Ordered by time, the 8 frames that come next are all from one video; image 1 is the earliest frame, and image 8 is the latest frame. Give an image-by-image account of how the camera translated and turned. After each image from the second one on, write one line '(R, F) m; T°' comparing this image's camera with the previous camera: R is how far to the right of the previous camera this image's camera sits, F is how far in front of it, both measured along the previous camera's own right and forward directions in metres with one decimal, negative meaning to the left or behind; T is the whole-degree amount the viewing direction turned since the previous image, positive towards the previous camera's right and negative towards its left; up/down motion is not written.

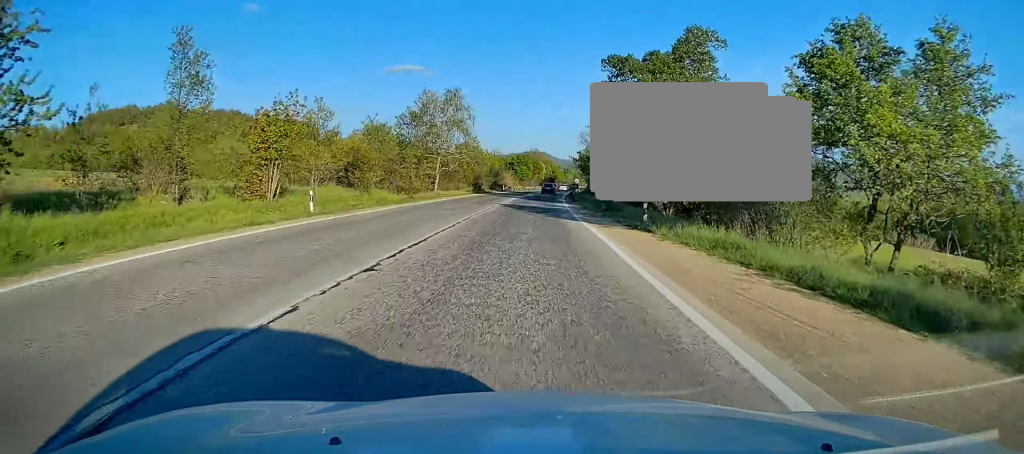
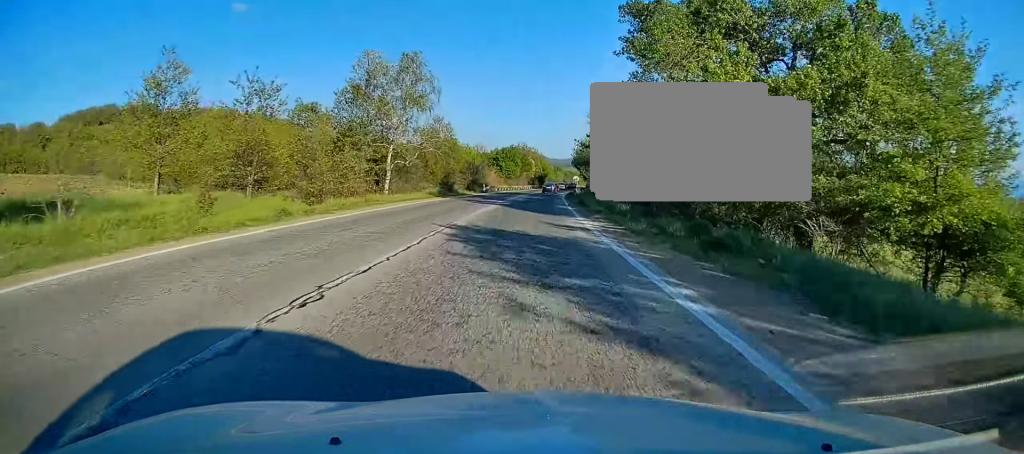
(+0.3, +19.4) m; +2°
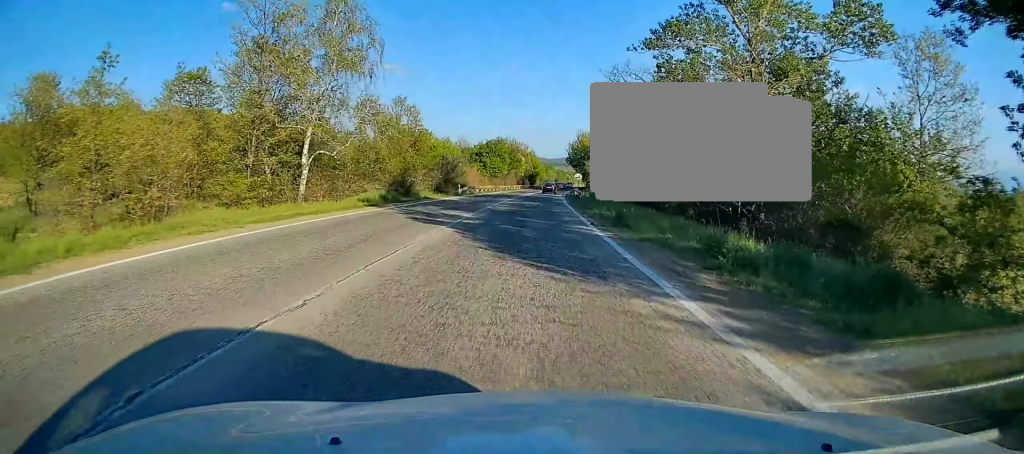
(+0.2, +17.1) m; +1°
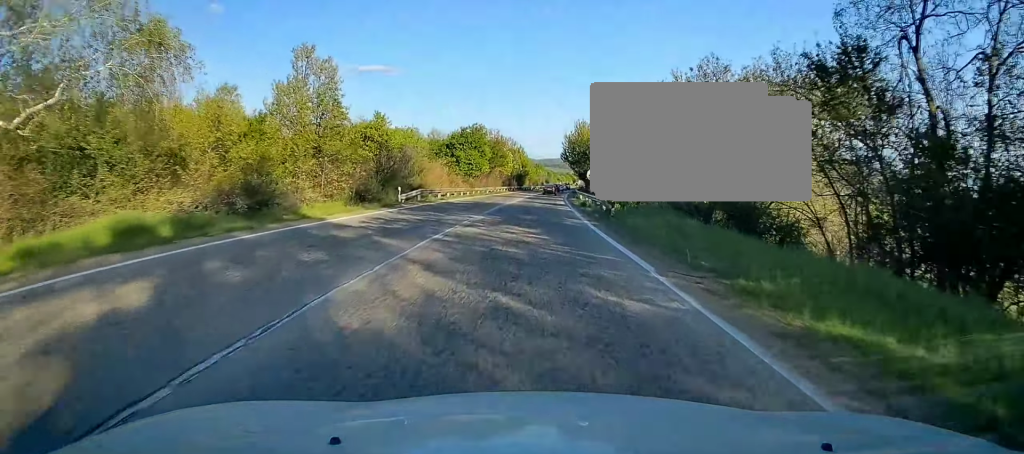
(+0.1, +22.5) m; 0°
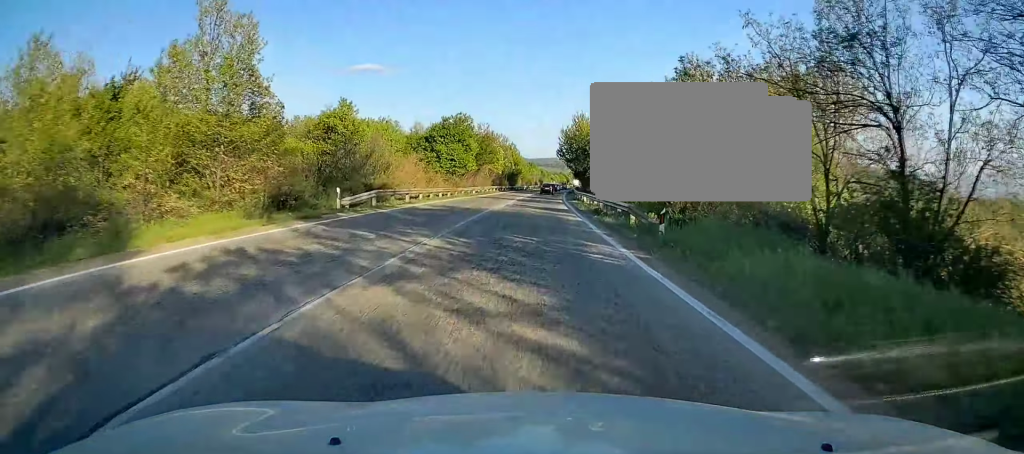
(0.0, +10.1) m; 0°
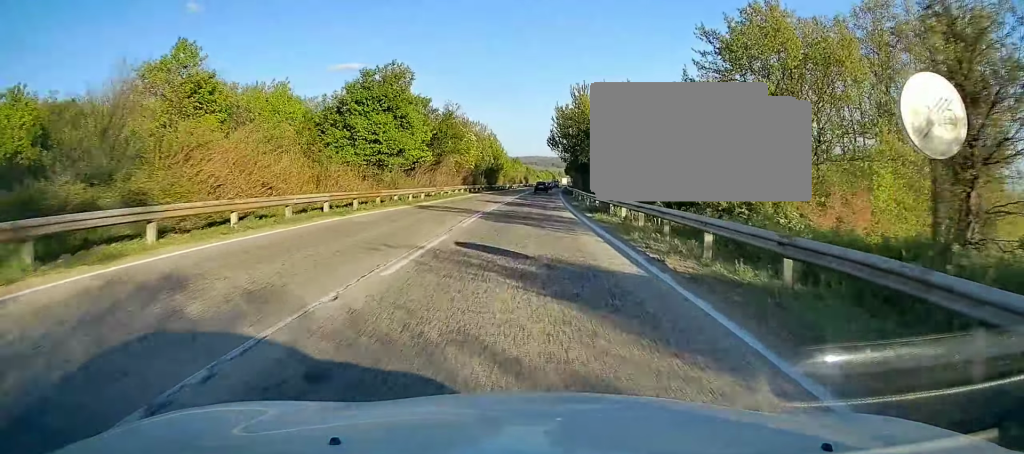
(+0.1, +24.8) m; +1°
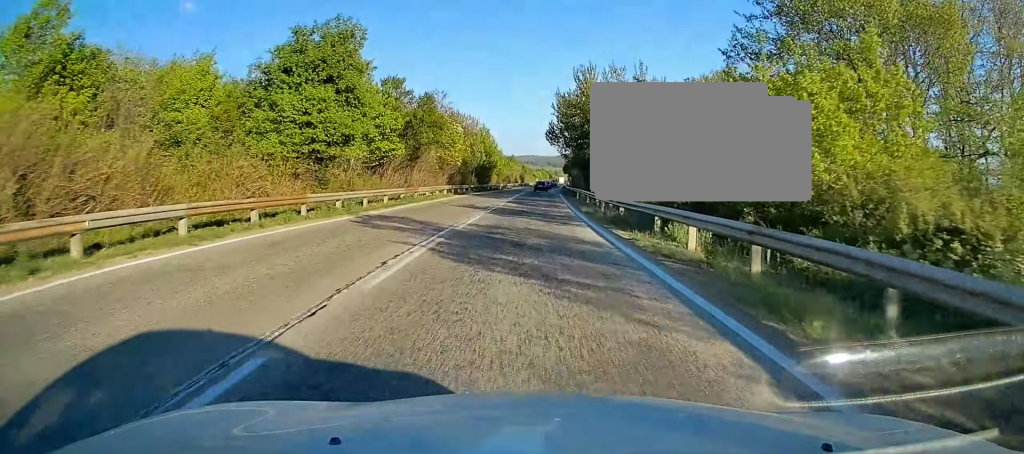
(0.0, +10.0) m; +1°
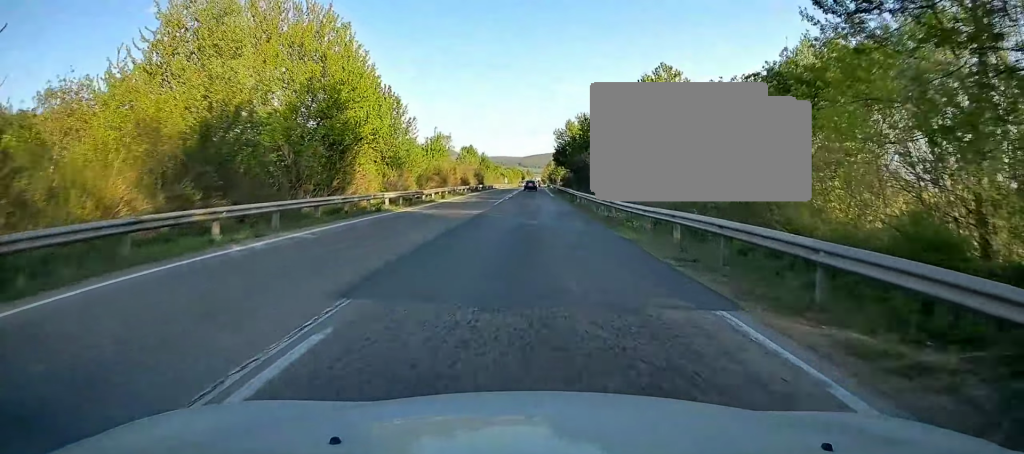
(+3.0, +70.6) m; +3°
